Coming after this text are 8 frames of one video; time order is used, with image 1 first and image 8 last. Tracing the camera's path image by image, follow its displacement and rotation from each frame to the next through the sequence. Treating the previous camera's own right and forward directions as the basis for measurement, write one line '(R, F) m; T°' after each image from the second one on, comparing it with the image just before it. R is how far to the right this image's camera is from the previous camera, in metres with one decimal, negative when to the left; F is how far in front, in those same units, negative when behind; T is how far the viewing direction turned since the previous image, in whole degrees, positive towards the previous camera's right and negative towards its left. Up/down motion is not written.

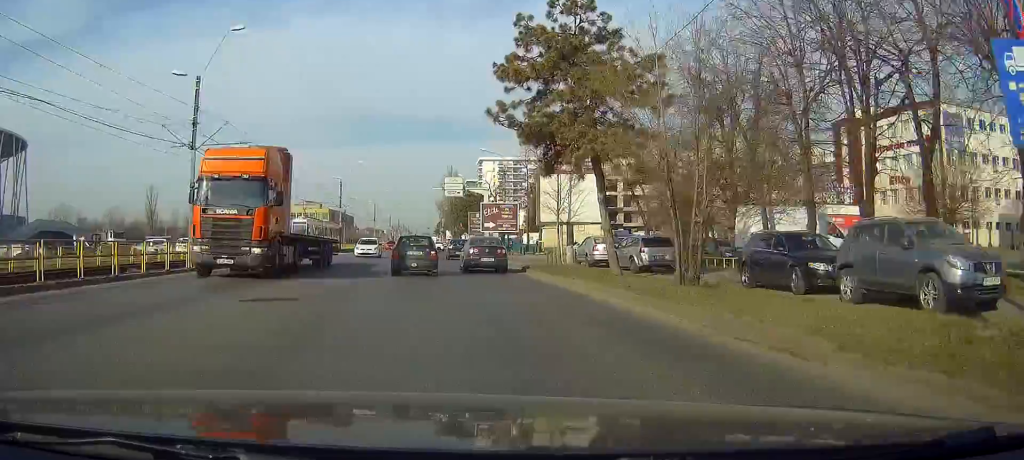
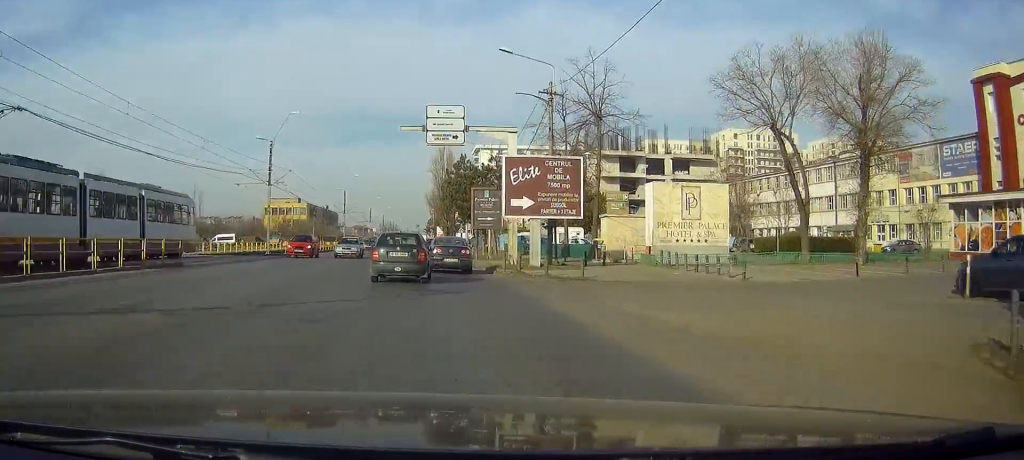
(+0.2, +34.2) m; +1°
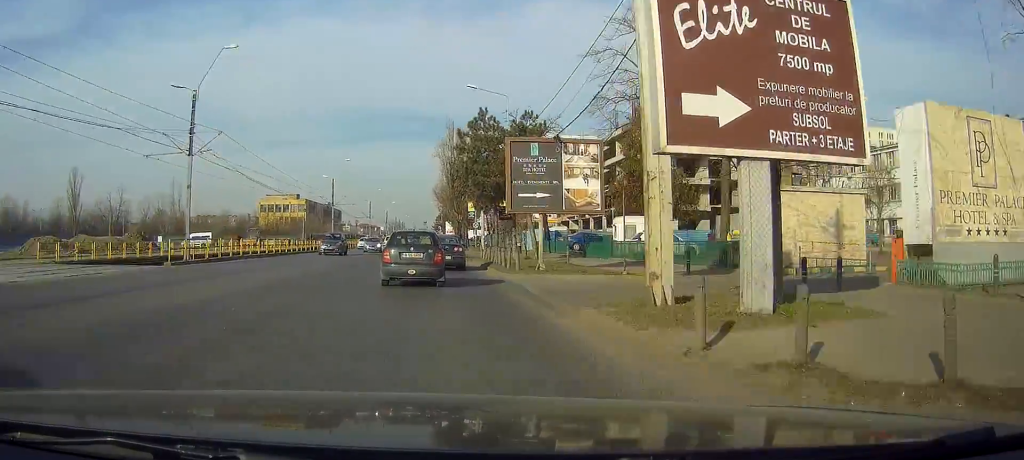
(+0.1, +21.7) m; 0°
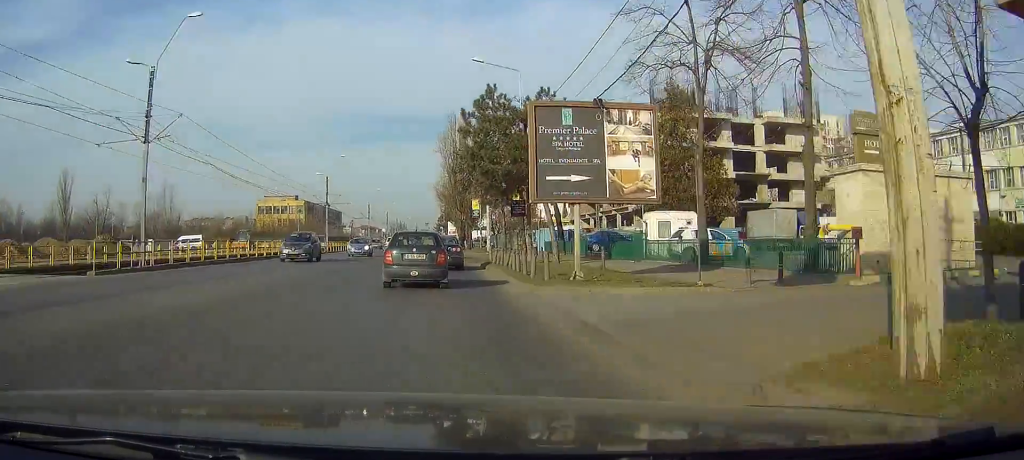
(-0.1, +6.7) m; 0°
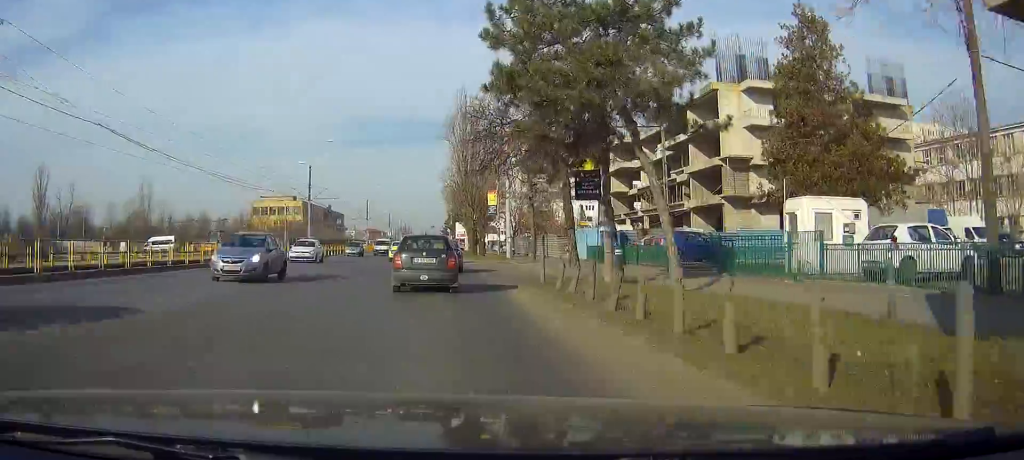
(0.0, +16.7) m; 0°
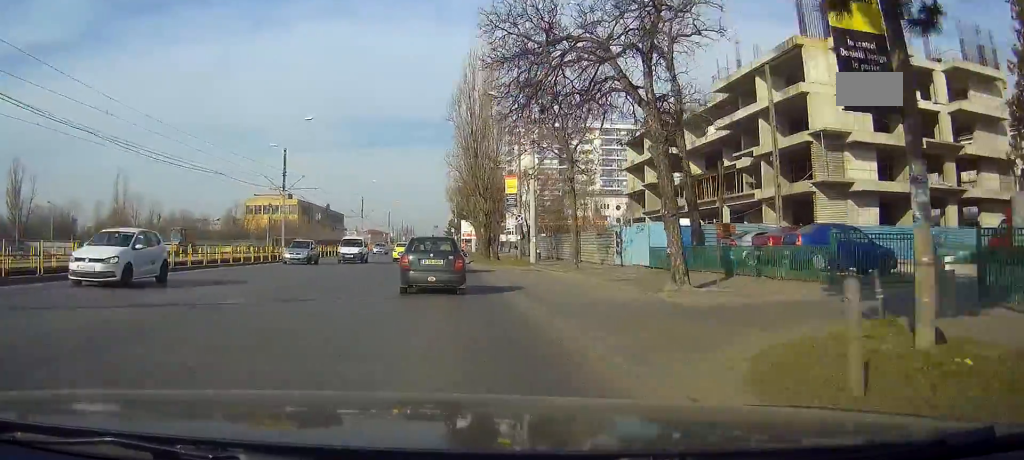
(0.0, +13.8) m; 0°
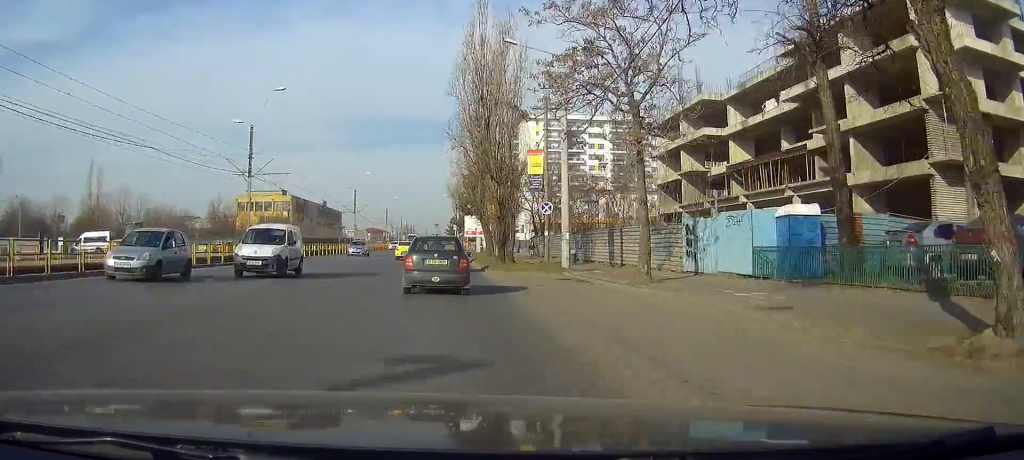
(-0.1, +11.3) m; 0°
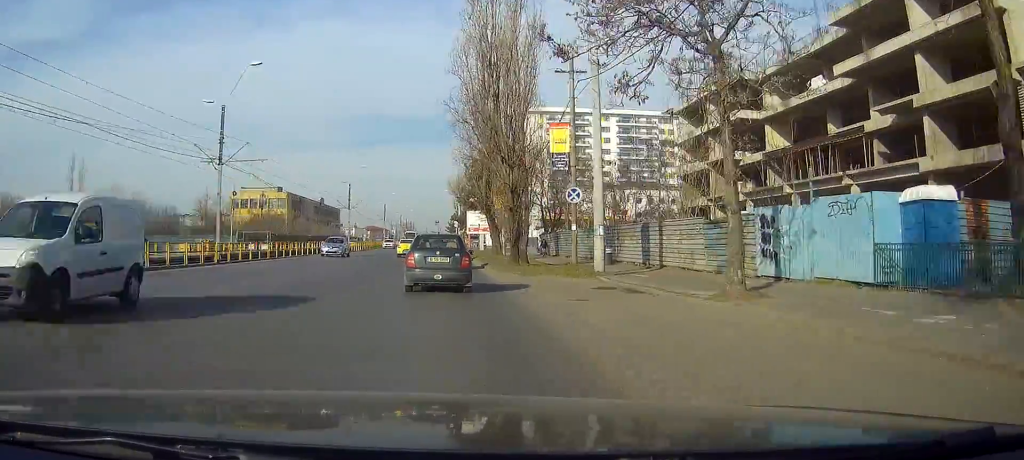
(0.0, +7.0) m; 0°
